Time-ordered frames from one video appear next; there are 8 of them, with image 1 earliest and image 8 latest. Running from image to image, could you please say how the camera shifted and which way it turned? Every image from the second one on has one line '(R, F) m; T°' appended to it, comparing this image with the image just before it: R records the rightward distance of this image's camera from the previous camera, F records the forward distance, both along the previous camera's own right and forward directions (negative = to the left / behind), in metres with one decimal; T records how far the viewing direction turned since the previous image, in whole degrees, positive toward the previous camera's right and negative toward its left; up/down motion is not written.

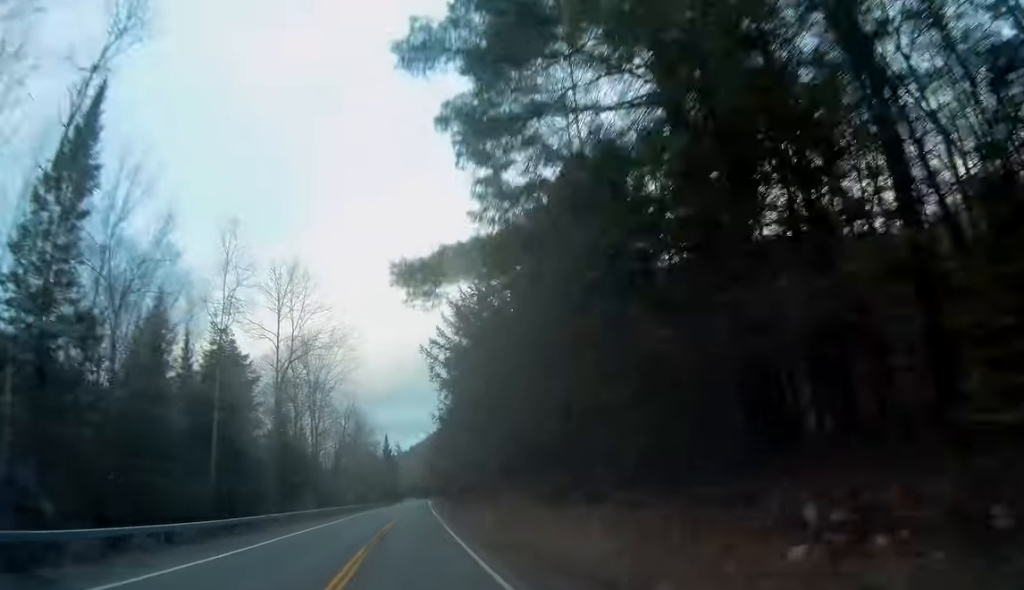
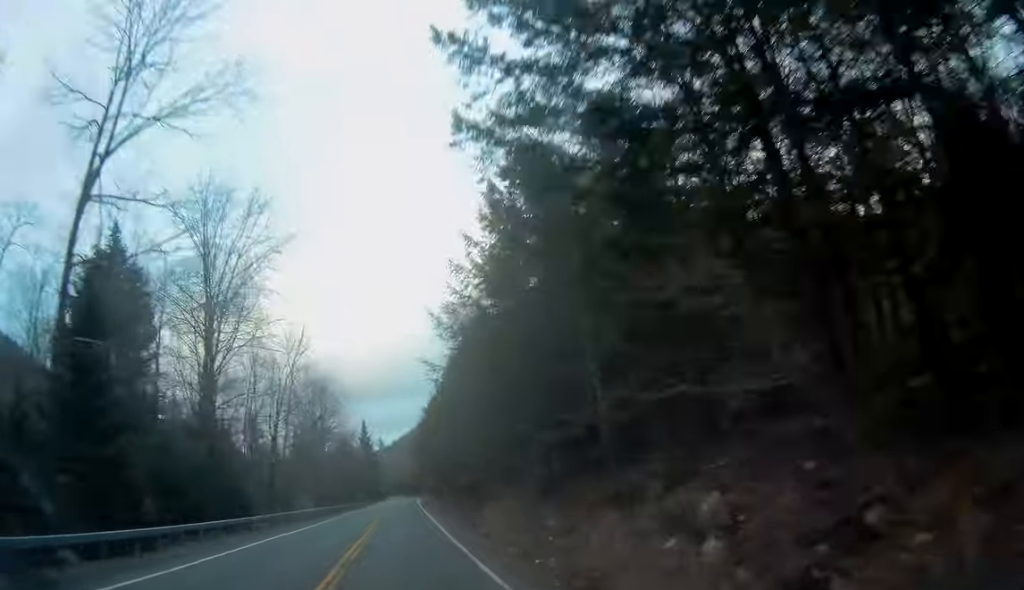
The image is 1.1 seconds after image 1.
(+0.3, +30.3) m; +2°
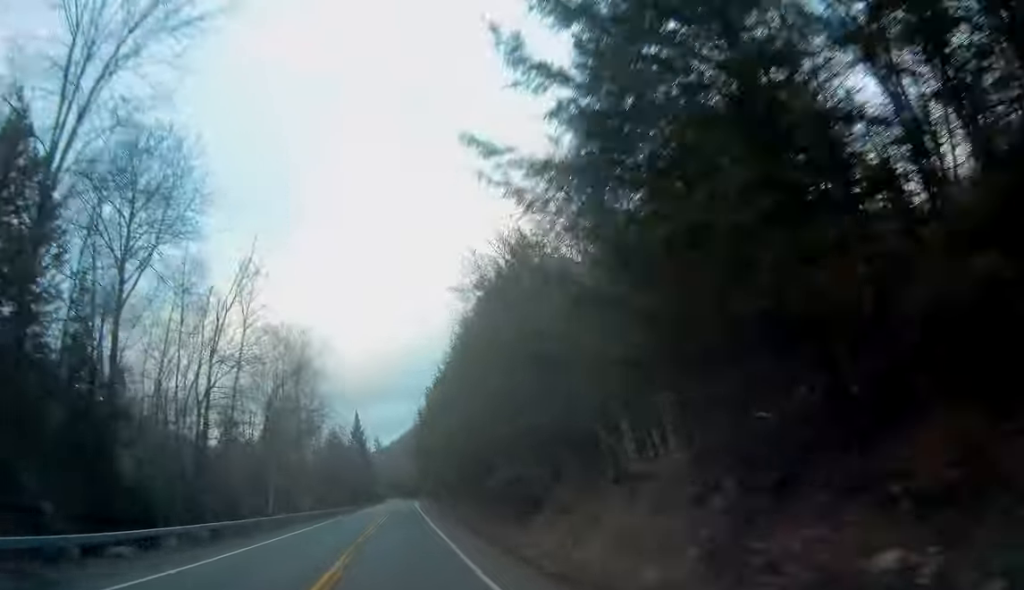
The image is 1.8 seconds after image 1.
(+0.2, +18.0) m; +1°
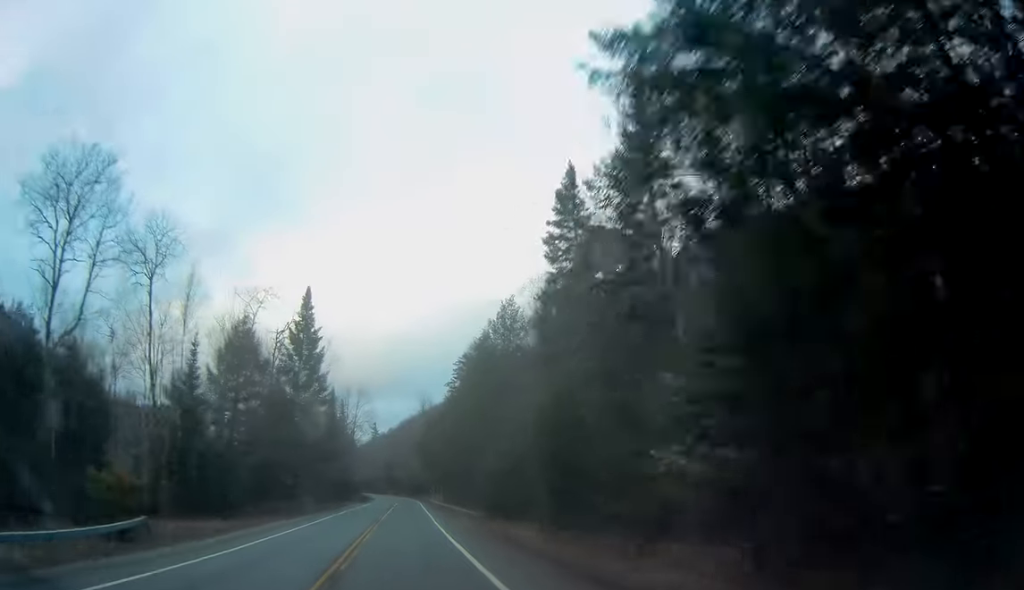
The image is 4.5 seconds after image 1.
(-0.8, +73.7) m; -1°
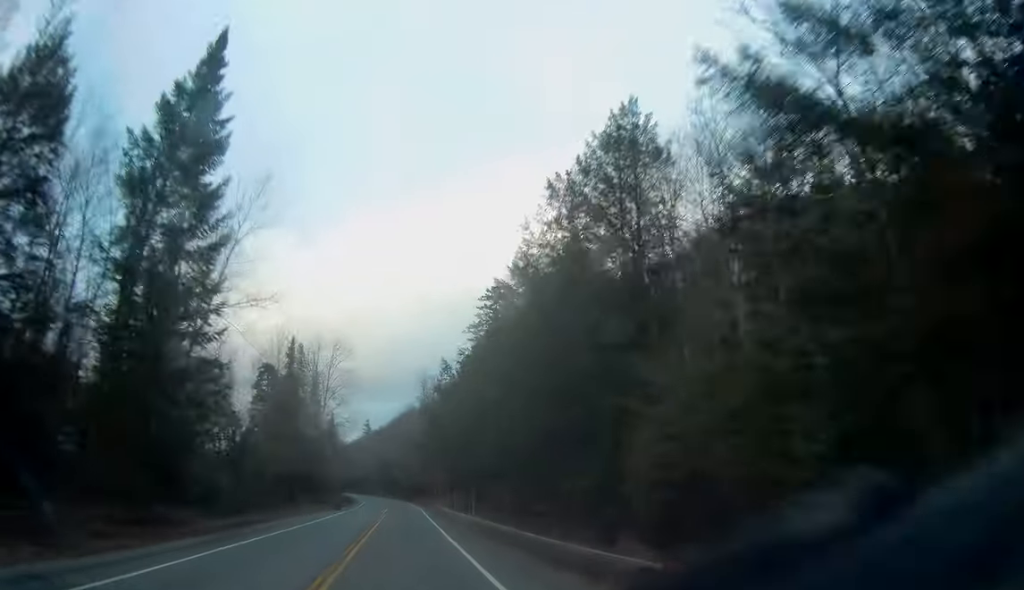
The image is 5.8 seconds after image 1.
(-0.3, +34.2) m; 0°
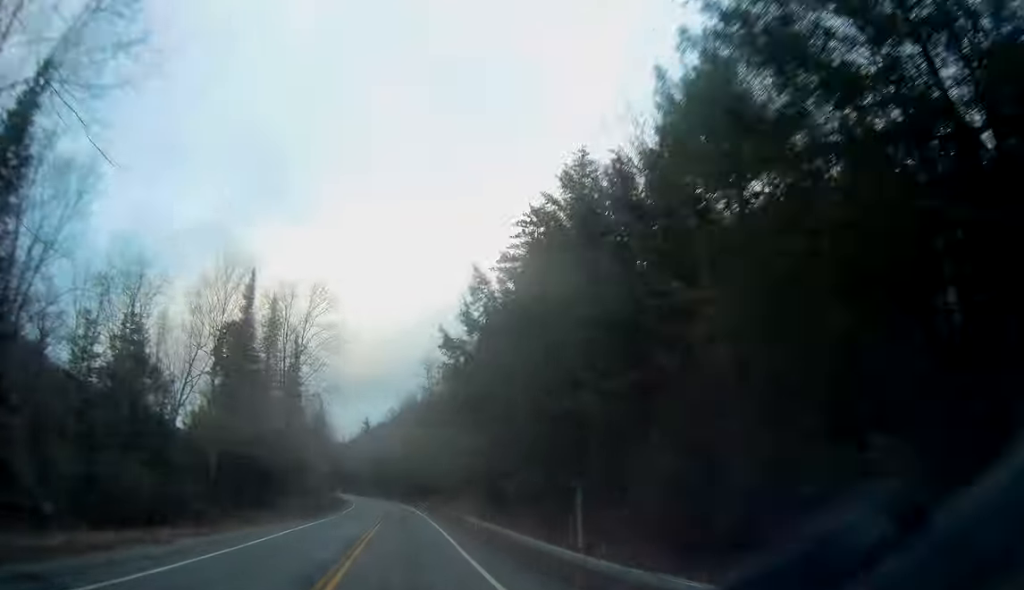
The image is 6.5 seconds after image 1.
(+0.2, +18.8) m; +1°
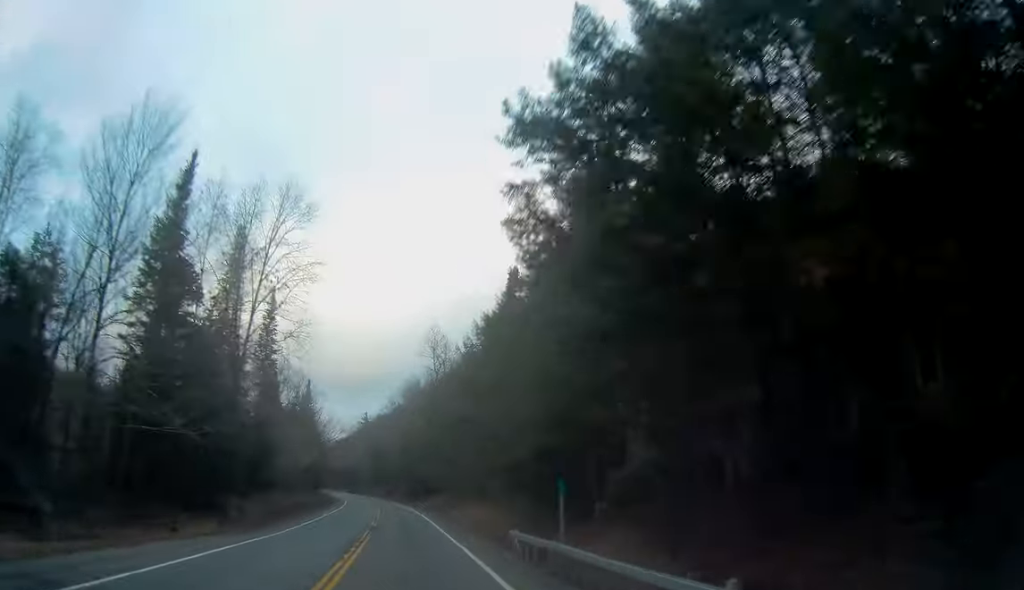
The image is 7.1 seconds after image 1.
(0.0, +16.0) m; 0°
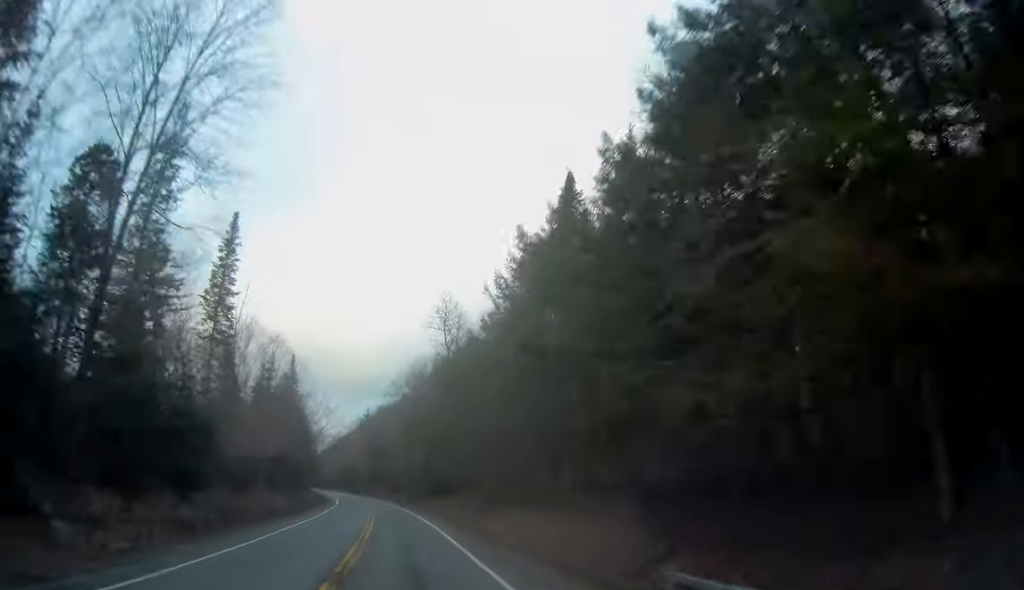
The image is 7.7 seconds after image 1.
(+0.1, +16.9) m; -1°
